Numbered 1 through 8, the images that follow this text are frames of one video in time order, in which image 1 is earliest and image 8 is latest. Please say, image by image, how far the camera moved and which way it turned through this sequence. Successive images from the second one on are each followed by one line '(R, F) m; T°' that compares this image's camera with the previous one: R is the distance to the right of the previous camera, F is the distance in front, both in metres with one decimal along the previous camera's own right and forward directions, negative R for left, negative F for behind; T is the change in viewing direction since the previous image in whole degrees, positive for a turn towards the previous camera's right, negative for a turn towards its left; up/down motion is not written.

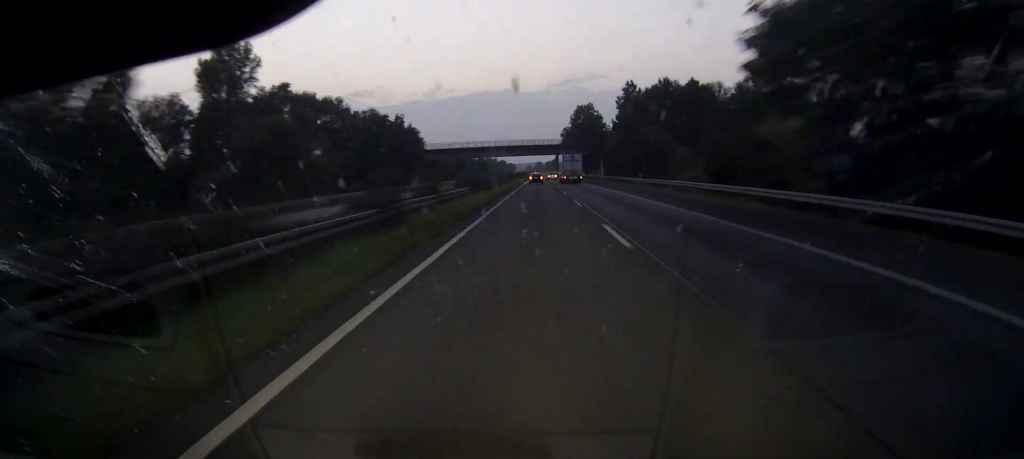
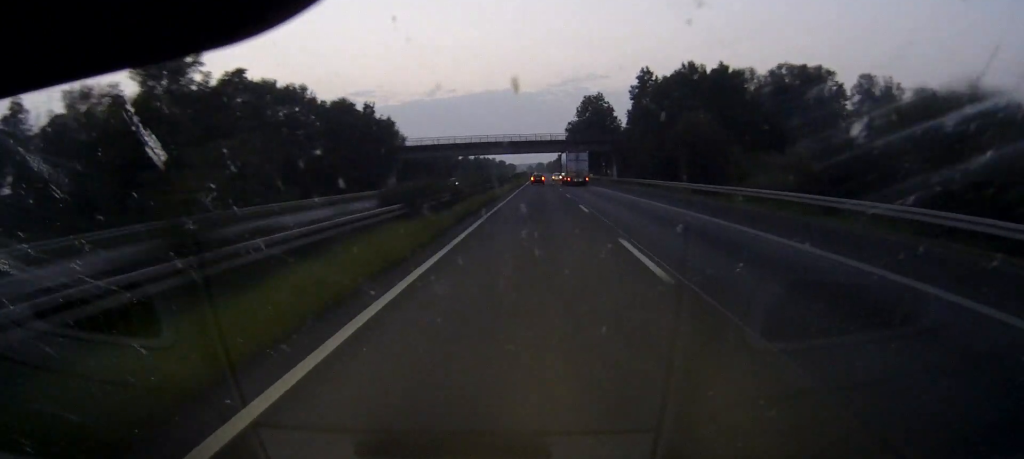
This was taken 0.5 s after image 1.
(0.0, +22.2) m; 0°
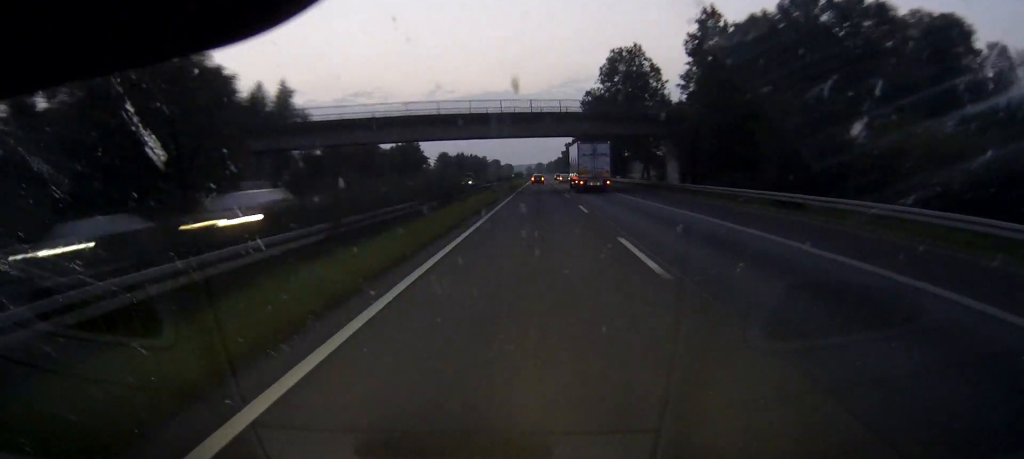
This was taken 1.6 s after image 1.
(0.0, +53.5) m; 0°
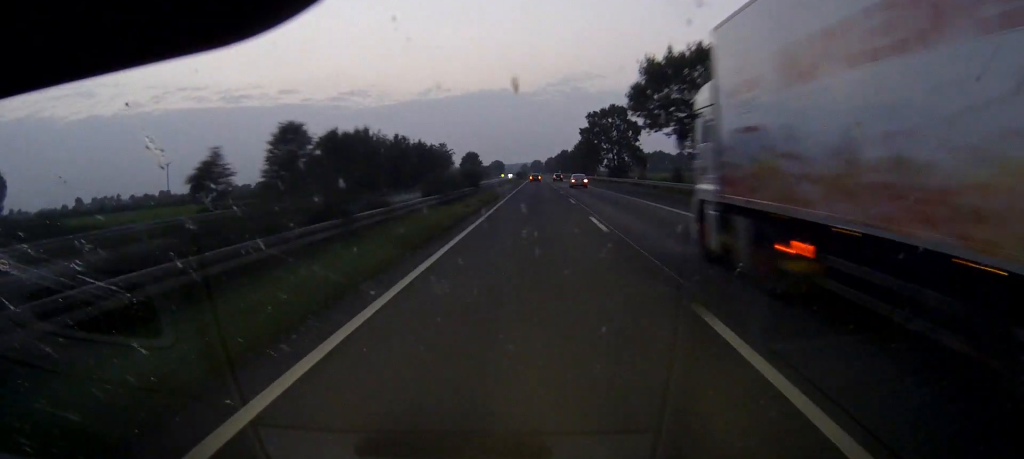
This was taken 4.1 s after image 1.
(+0.1, +117.2) m; 0°
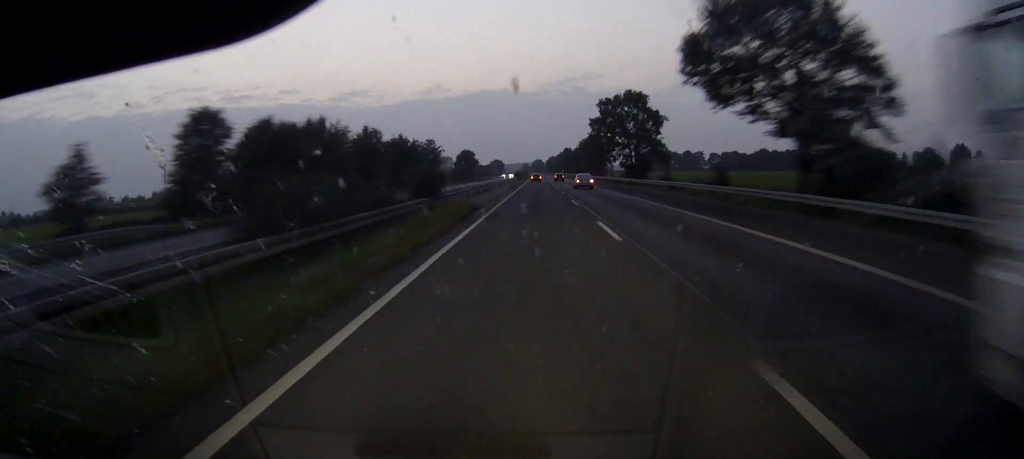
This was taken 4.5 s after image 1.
(+0.1, +20.7) m; 0°
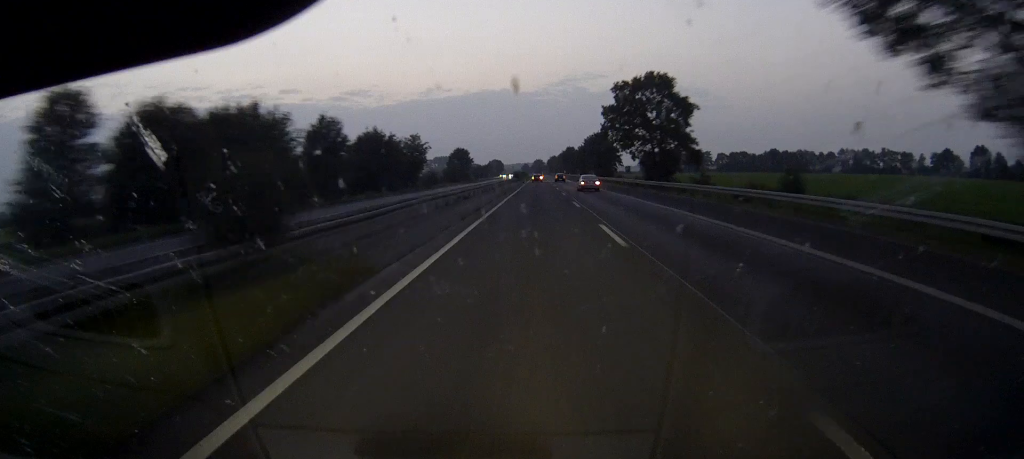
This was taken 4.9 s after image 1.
(0.0, +19.1) m; 0°
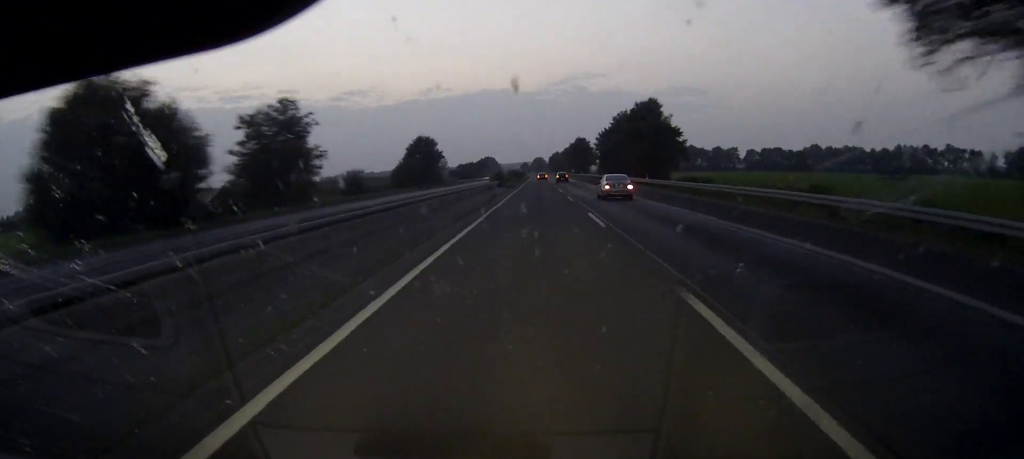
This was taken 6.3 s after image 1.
(0.0, +66.8) m; 0°
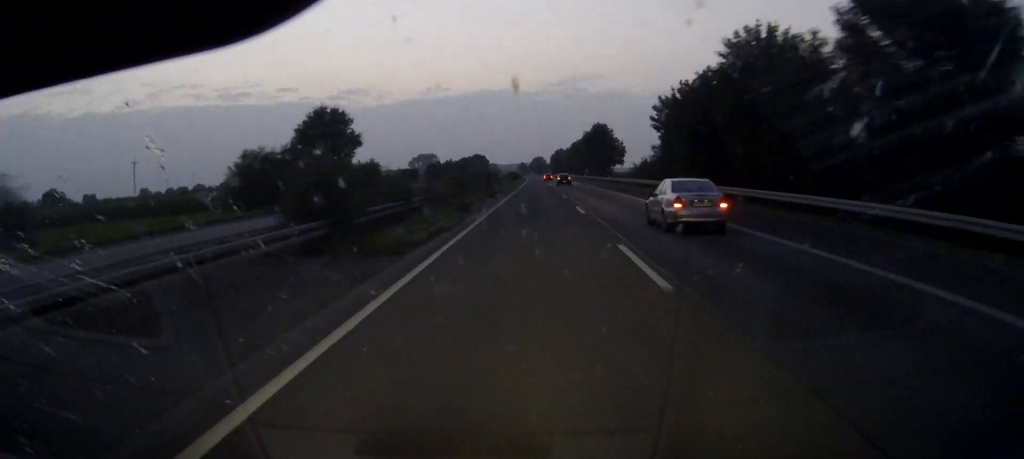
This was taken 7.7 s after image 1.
(-0.1, +64.8) m; 0°
